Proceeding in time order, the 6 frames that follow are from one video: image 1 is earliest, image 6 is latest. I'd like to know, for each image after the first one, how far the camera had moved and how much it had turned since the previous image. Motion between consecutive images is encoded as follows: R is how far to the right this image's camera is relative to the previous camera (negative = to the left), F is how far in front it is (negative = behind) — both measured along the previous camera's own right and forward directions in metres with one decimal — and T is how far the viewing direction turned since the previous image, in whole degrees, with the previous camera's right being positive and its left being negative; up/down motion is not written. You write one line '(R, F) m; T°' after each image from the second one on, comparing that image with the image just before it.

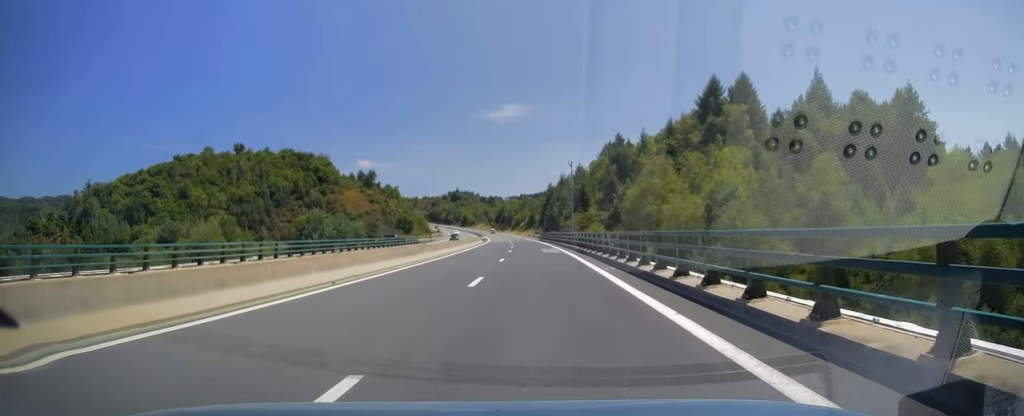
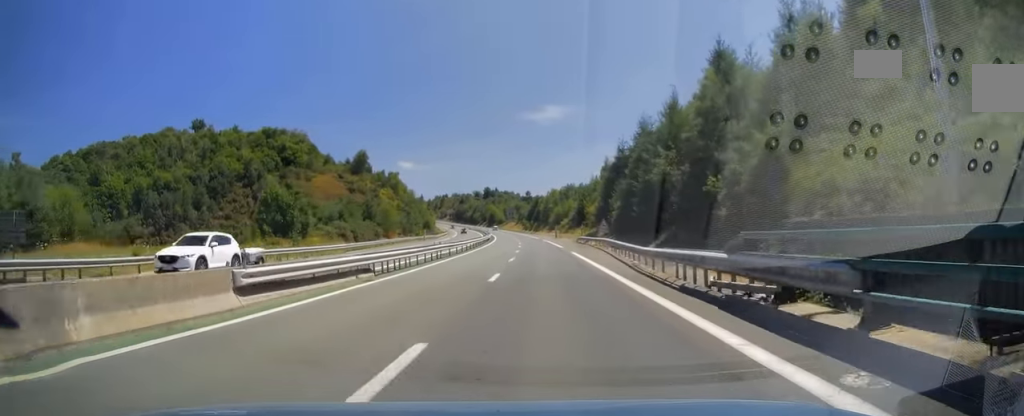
(-2.5, +84.3) m; -4°
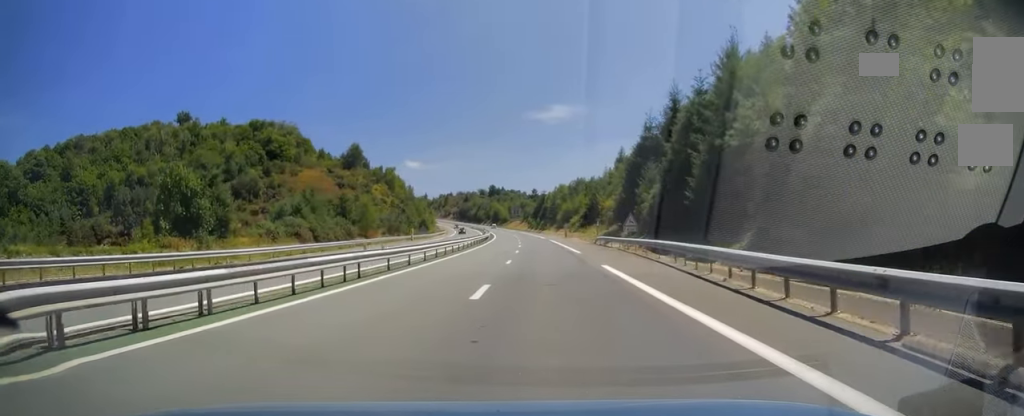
(0.0, +17.8) m; -1°
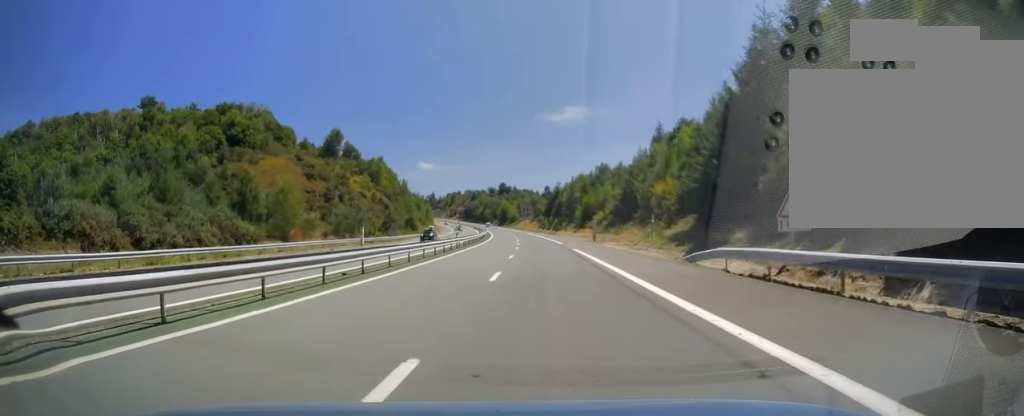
(-0.5, +35.0) m; -1°
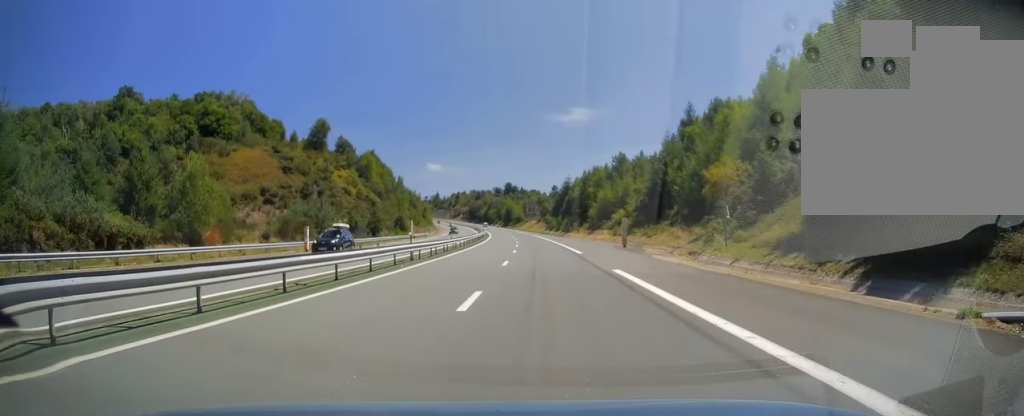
(0.0, +18.7) m; -1°
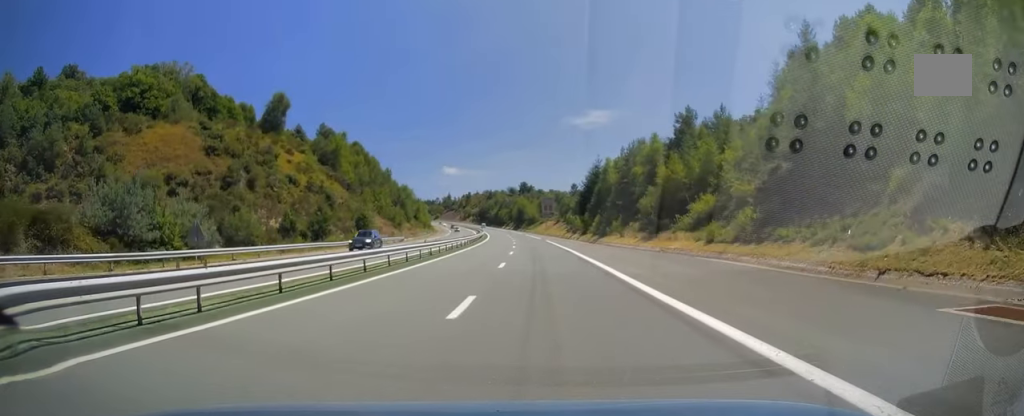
(-0.6, +39.8) m; -2°
